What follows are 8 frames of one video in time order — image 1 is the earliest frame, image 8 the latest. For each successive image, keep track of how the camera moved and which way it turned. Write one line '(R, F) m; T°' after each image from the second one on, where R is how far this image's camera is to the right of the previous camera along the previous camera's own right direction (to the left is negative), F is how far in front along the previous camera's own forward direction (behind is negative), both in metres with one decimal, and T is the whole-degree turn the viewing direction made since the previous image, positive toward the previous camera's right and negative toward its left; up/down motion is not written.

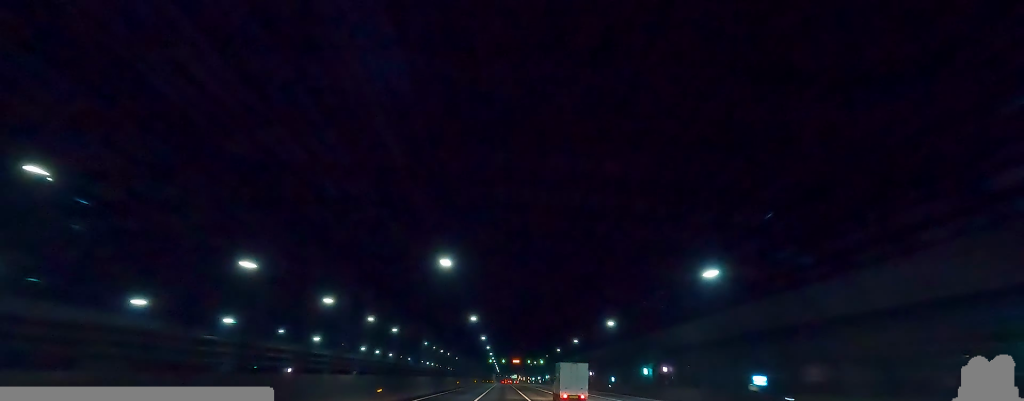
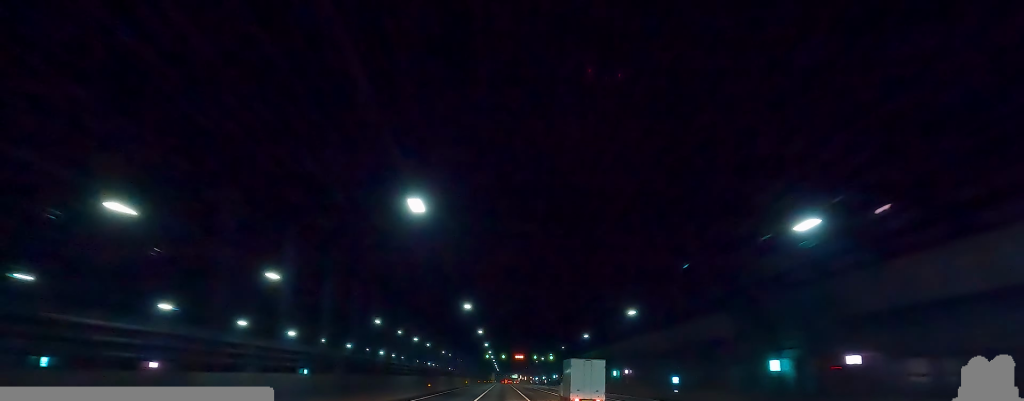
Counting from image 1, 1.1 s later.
(+0.1, +30.7) m; 0°
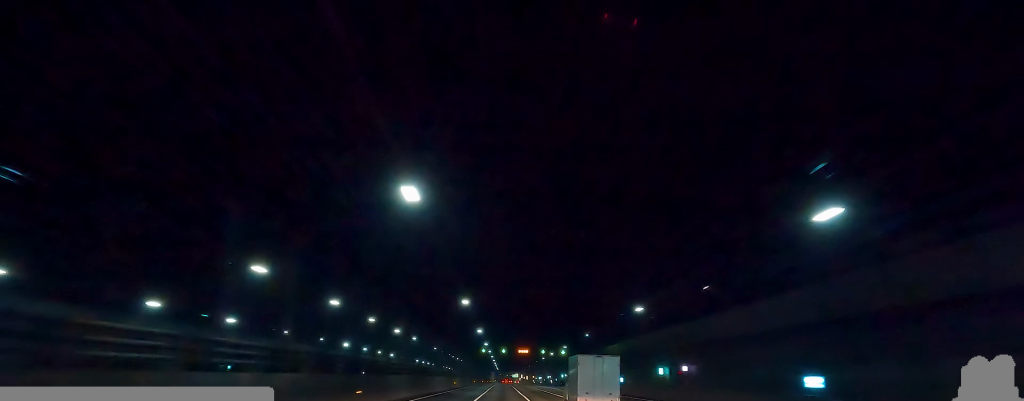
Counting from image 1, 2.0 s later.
(0.0, +23.9) m; 0°
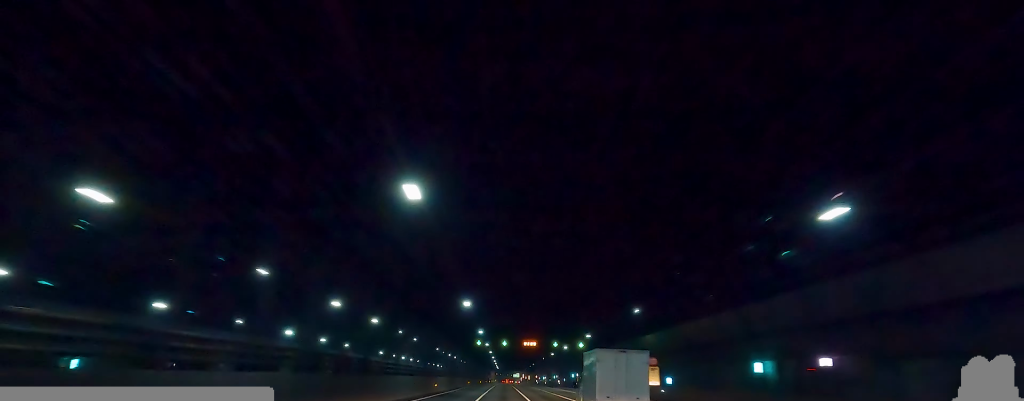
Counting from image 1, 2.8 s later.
(+0.1, +21.9) m; 0°
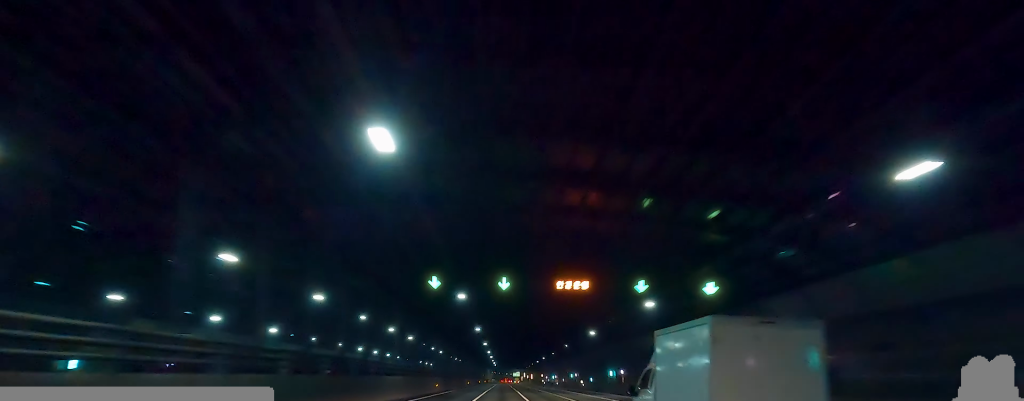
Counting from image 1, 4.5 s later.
(-0.2, +48.3) m; 0°
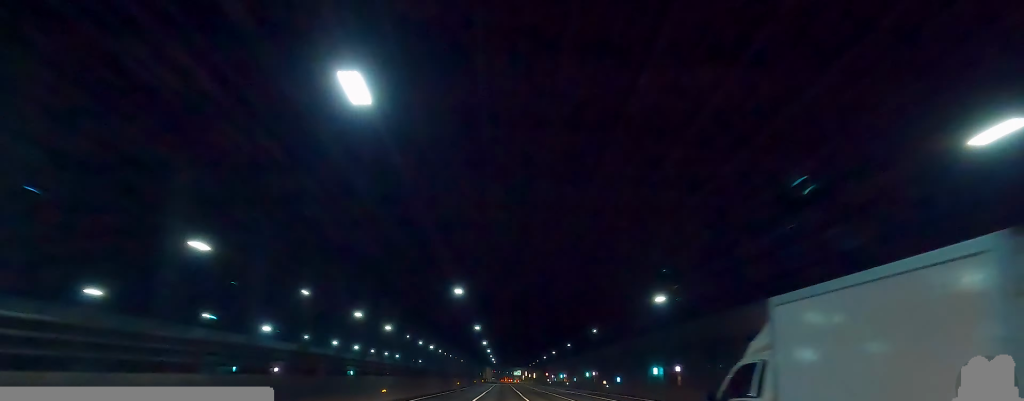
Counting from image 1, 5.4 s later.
(0.0, +24.7) m; 0°
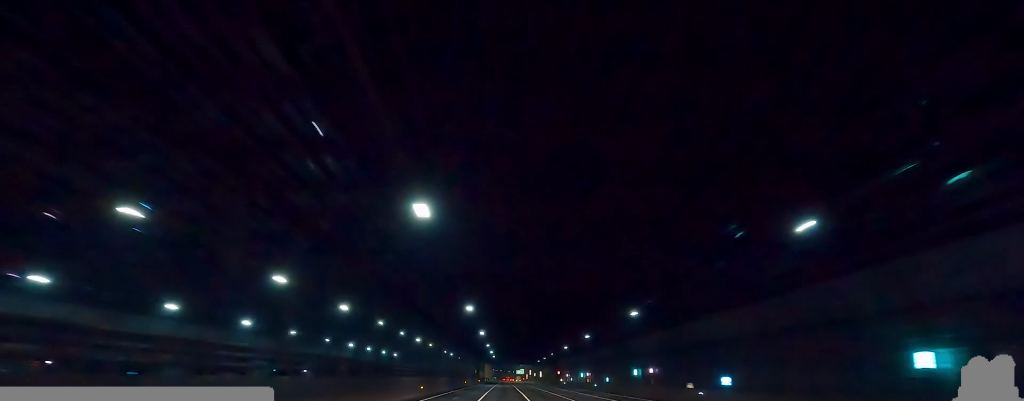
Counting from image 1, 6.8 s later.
(-1.3, +38.2) m; -3°
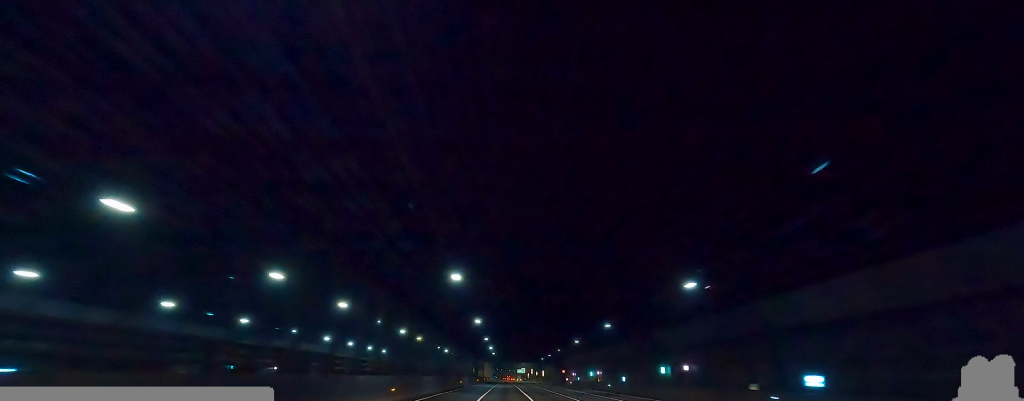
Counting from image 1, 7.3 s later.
(-0.7, +11.8) m; 0°
